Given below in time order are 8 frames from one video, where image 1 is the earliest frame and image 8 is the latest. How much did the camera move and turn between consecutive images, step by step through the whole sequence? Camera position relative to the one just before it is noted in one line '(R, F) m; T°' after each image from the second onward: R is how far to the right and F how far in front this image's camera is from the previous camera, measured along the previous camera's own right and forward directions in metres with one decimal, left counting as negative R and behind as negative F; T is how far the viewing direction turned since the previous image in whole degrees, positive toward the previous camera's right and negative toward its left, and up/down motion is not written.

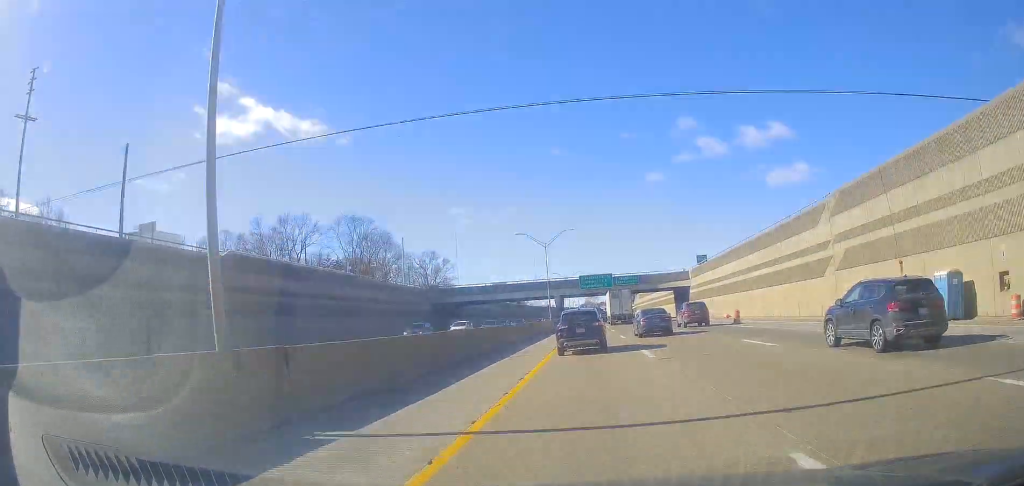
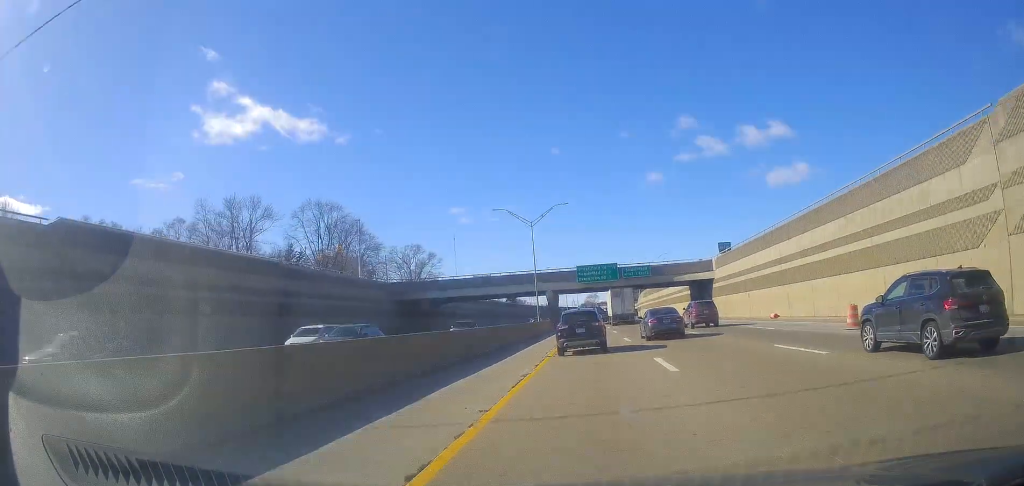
(+0.3, +19.6) m; +1°
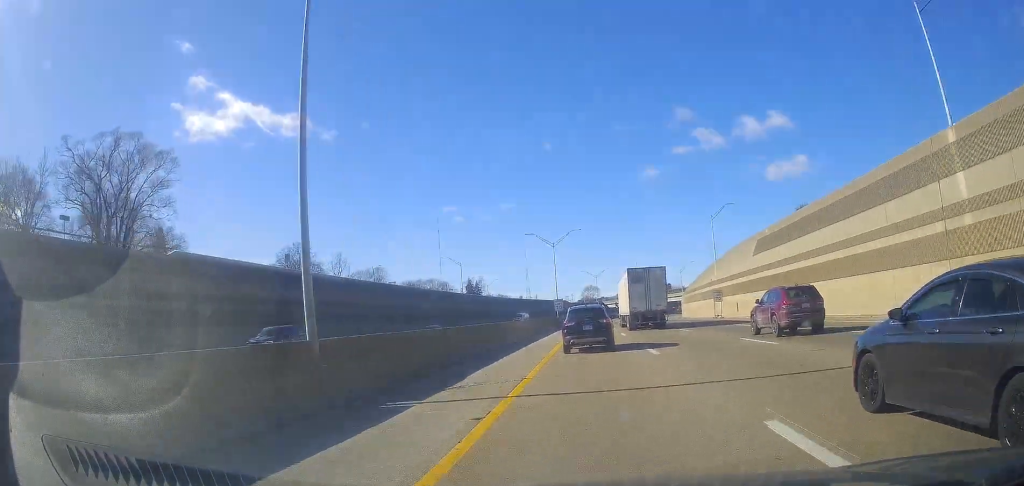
(-1.1, +133.1) m; +1°
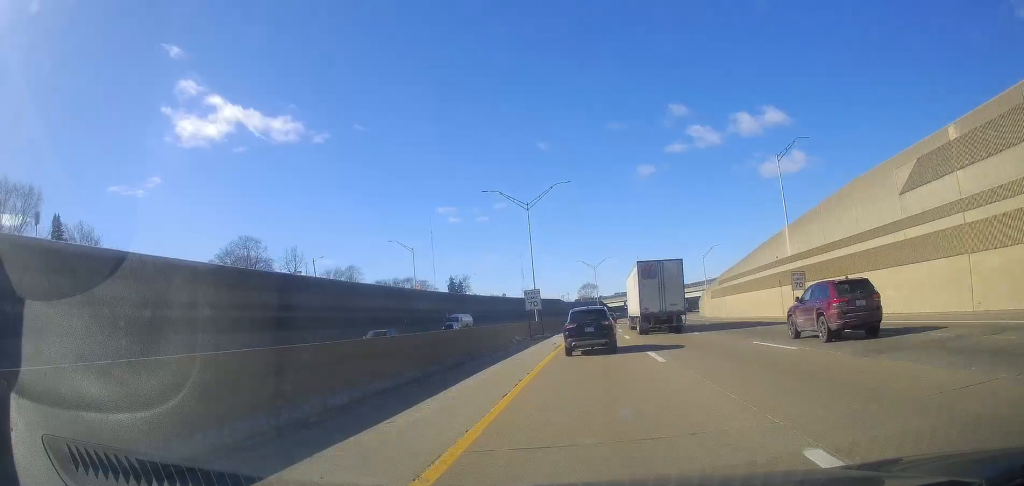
(+0.4, +32.1) m; +1°
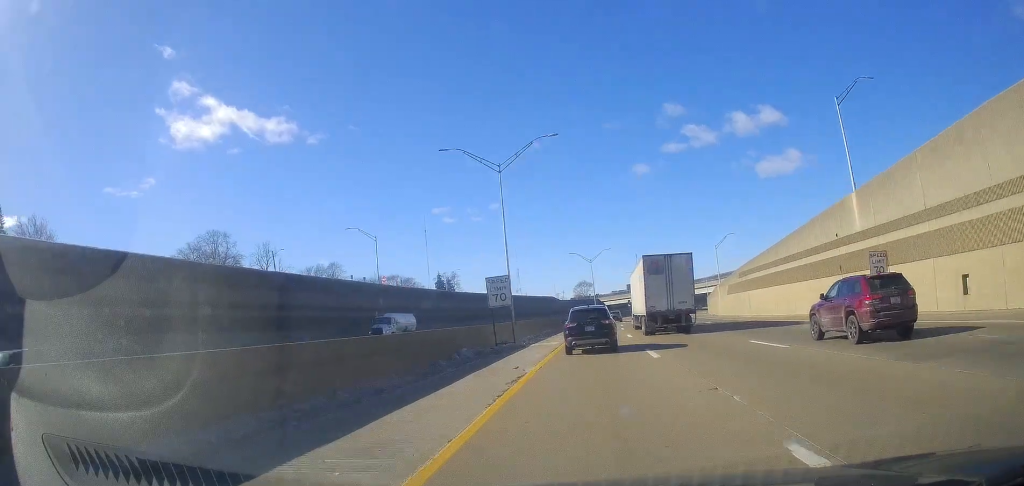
(0.0, +14.8) m; 0°
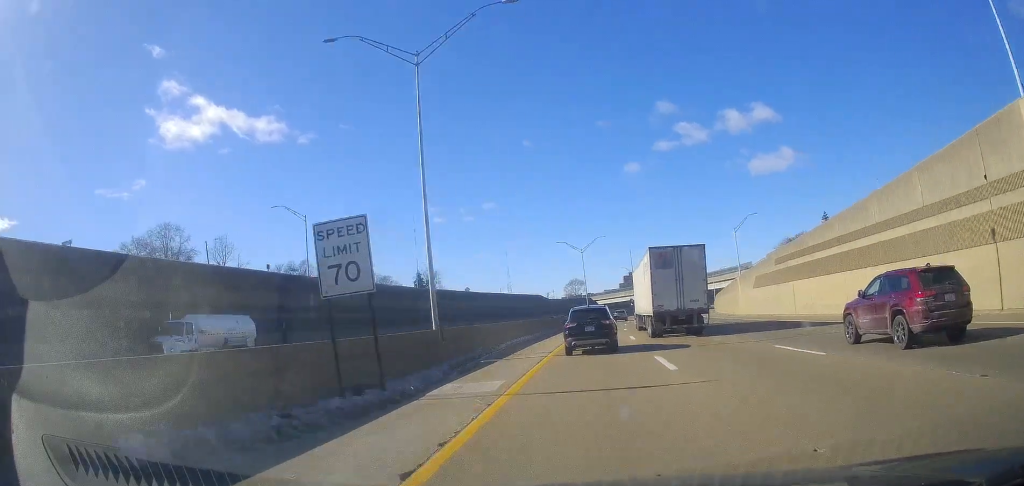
(0.0, +18.3) m; +1°
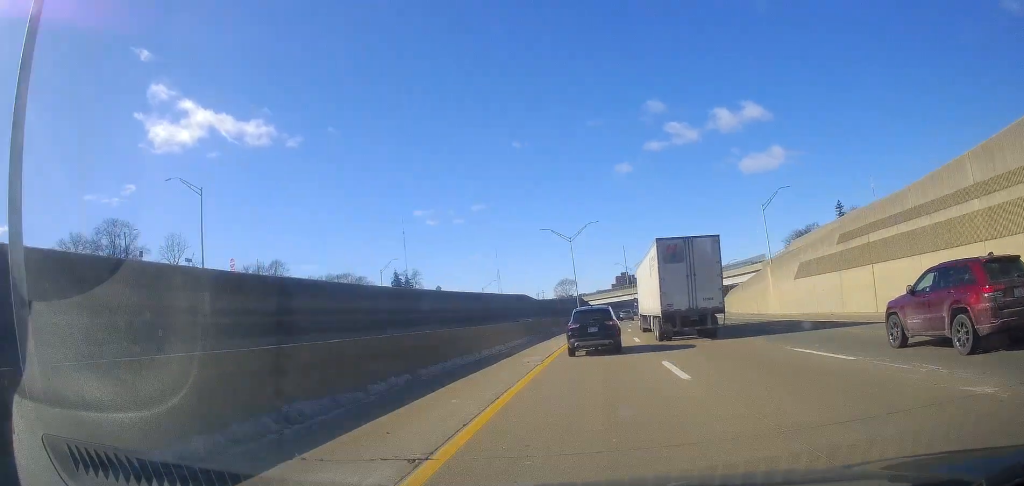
(-0.2, +17.2) m; +2°
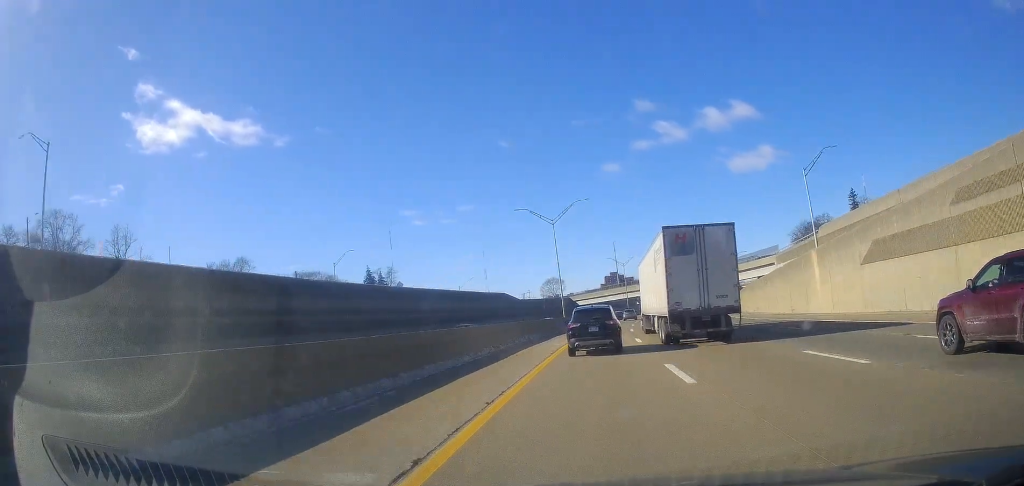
(-0.2, +16.0) m; +2°
